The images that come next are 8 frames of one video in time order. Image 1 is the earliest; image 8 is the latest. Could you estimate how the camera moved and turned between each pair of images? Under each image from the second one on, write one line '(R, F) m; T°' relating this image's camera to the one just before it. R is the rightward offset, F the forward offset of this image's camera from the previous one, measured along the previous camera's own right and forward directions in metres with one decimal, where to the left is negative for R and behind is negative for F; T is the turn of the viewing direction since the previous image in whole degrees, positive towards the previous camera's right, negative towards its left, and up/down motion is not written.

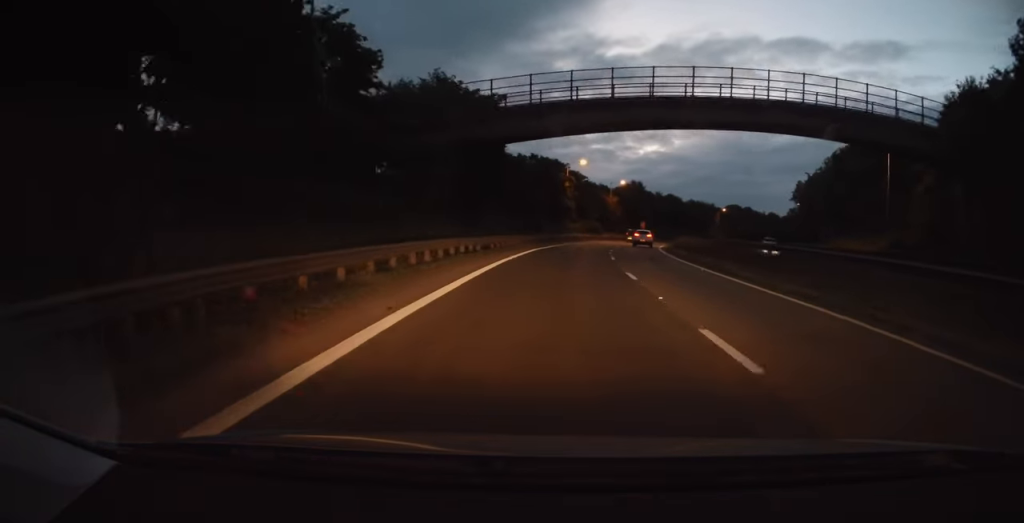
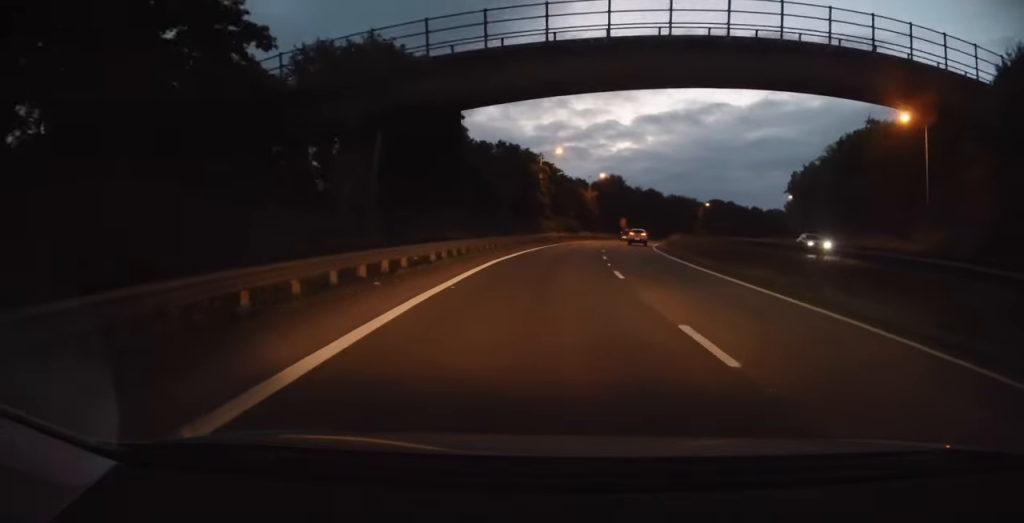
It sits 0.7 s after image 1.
(+0.2, +9.1) m; +3°
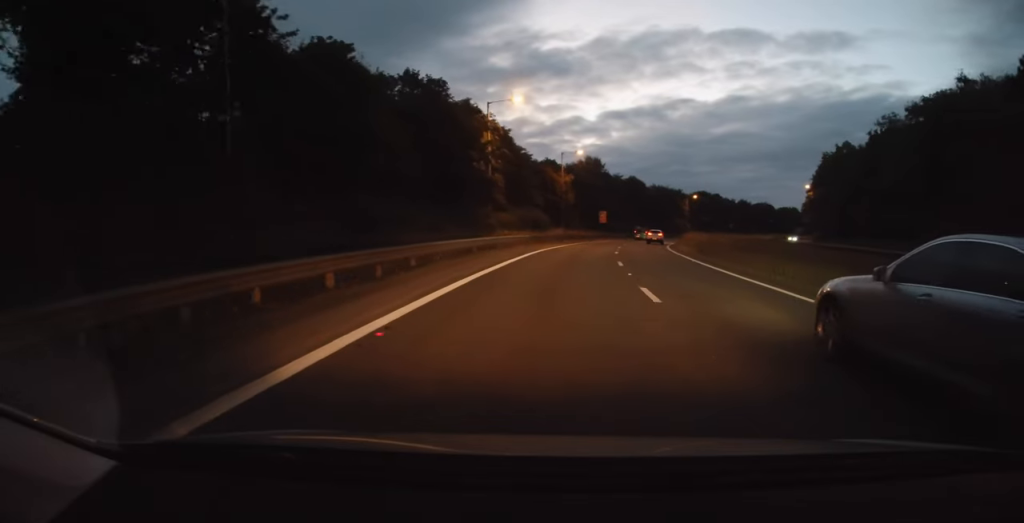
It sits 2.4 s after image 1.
(+0.6, +23.7) m; +1°
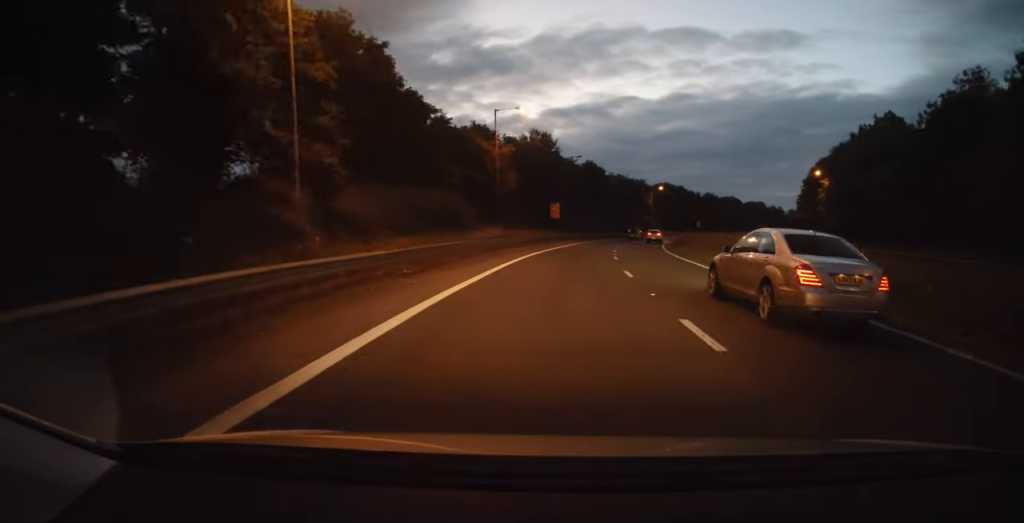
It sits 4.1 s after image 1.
(+0.5, +23.5) m; +6°
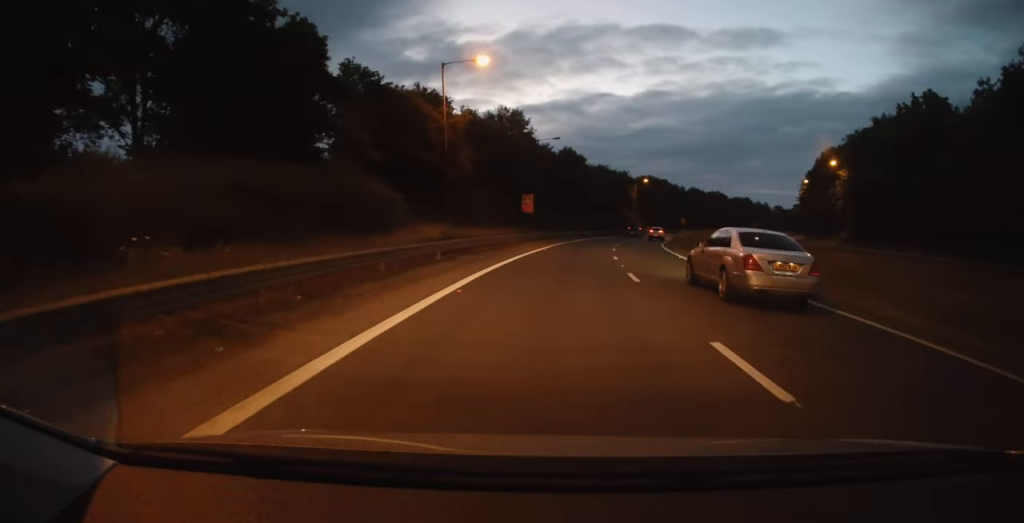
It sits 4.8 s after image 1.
(+0.4, +11.2) m; +4°
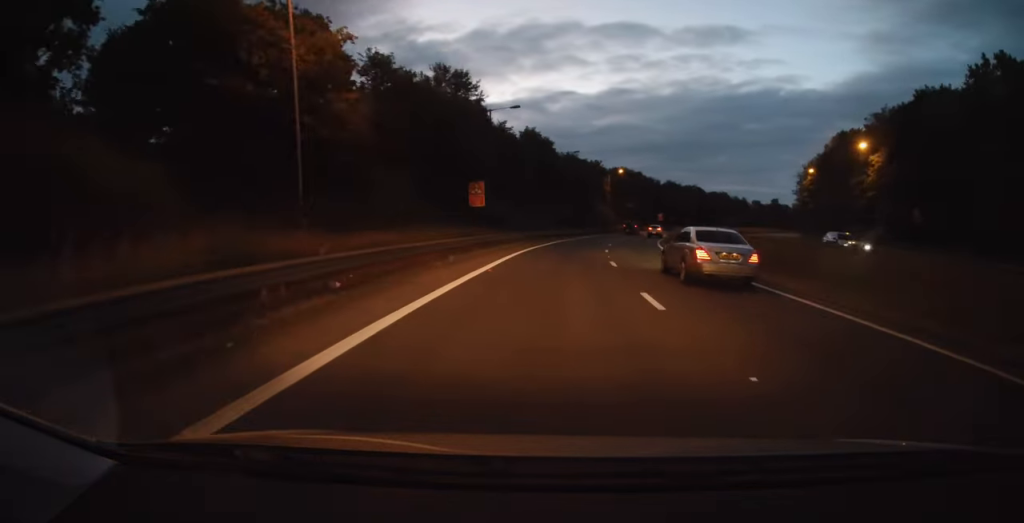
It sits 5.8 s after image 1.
(+0.8, +14.4) m; +3°
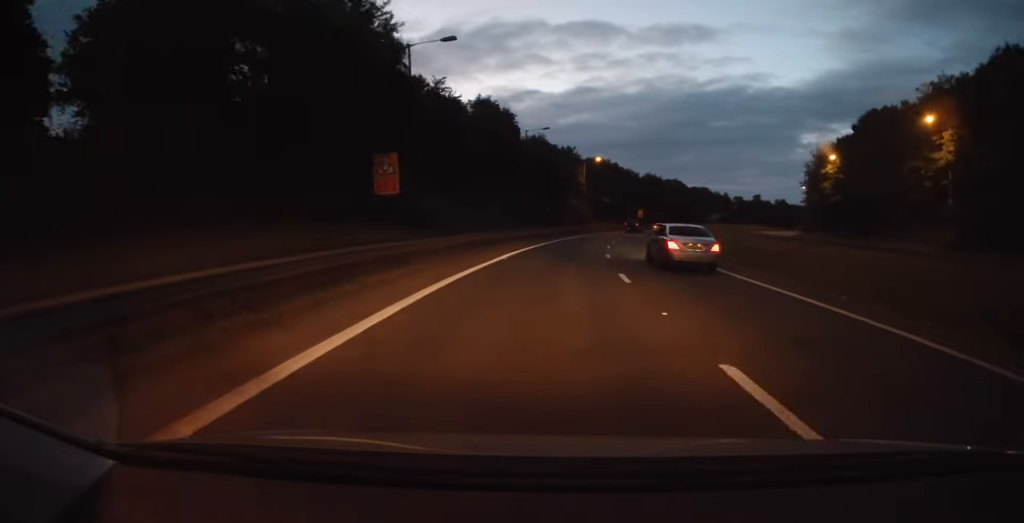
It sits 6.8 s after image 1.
(0.0, +15.7) m; +3°
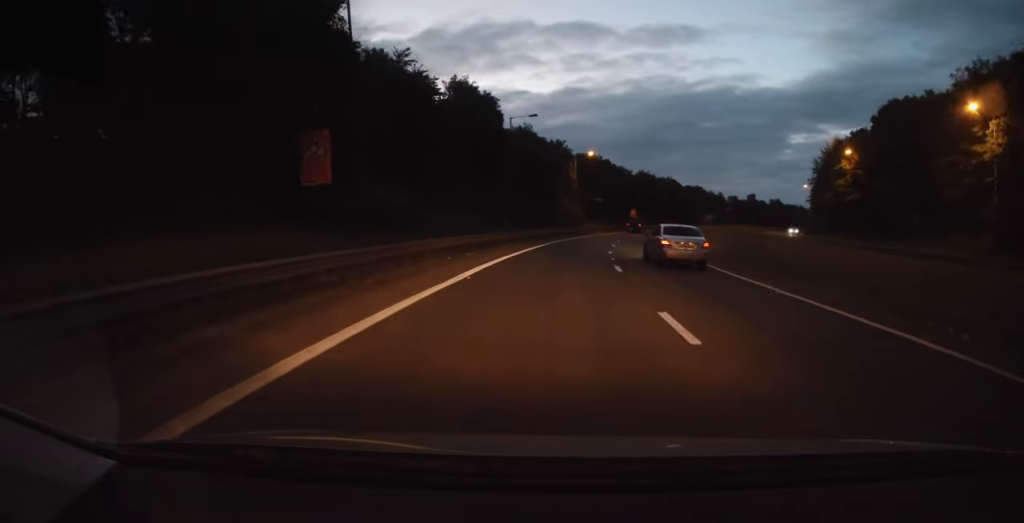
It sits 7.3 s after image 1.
(+0.4, +6.6) m; +2°
